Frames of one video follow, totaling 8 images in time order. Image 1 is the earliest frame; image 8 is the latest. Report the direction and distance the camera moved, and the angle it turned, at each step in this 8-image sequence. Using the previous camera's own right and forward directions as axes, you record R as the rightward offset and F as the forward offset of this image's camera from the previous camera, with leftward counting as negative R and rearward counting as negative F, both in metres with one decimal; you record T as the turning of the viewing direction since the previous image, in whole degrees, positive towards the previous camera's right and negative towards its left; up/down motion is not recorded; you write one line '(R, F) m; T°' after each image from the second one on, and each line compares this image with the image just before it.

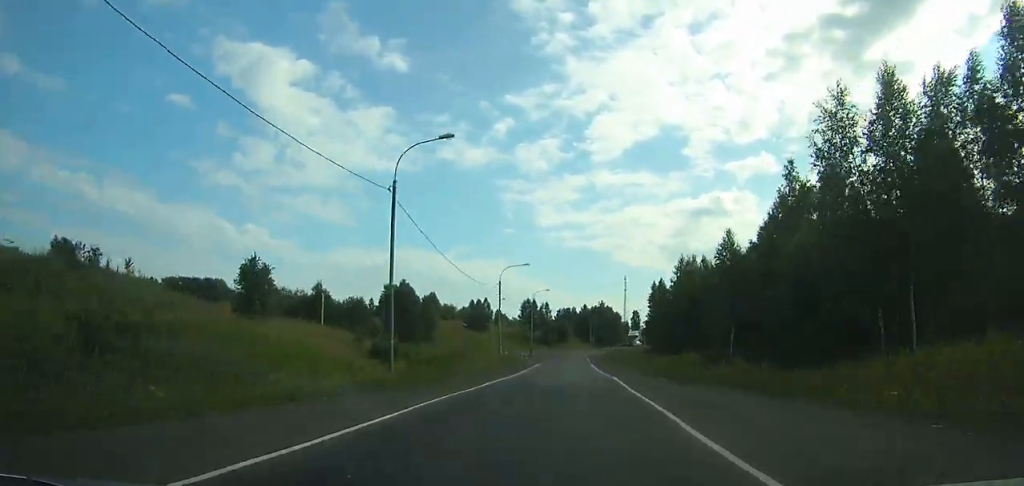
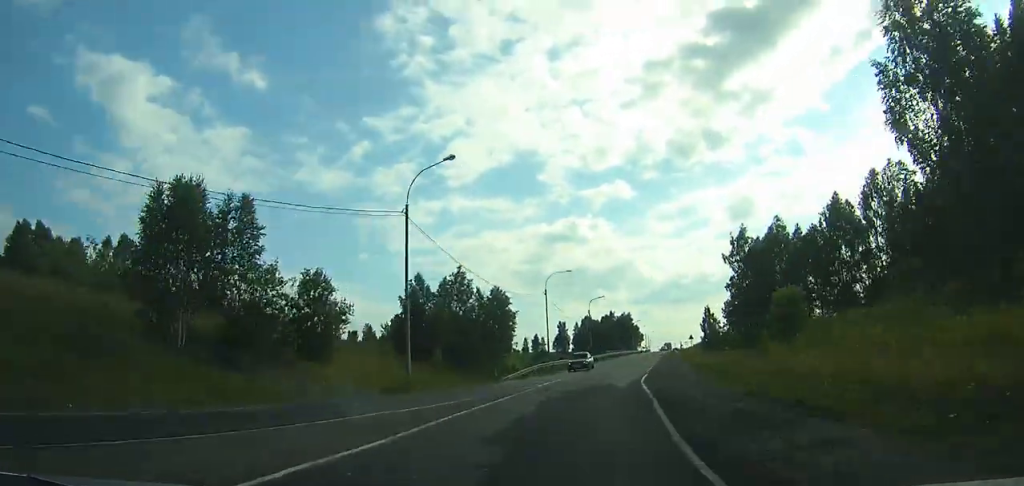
(+11.2, +110.7) m; +17°
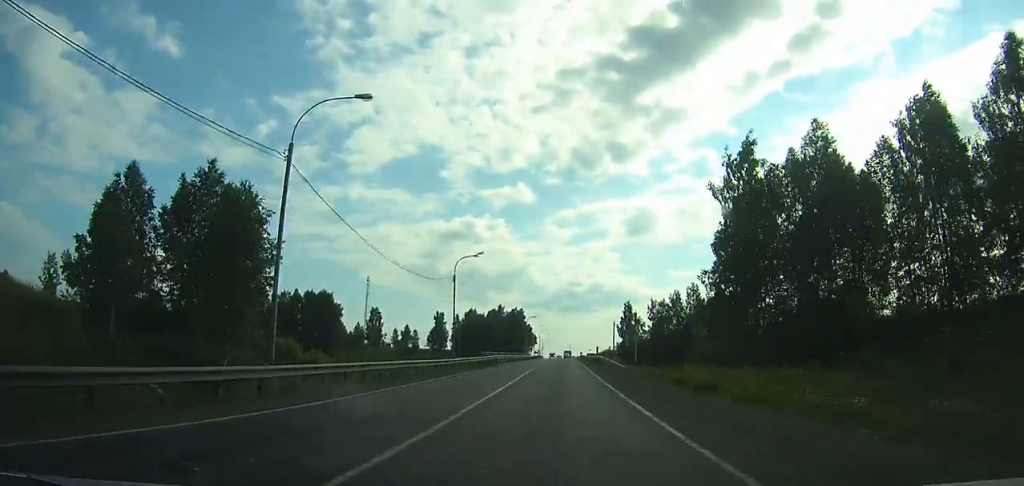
(+5.1, +42.9) m; +8°
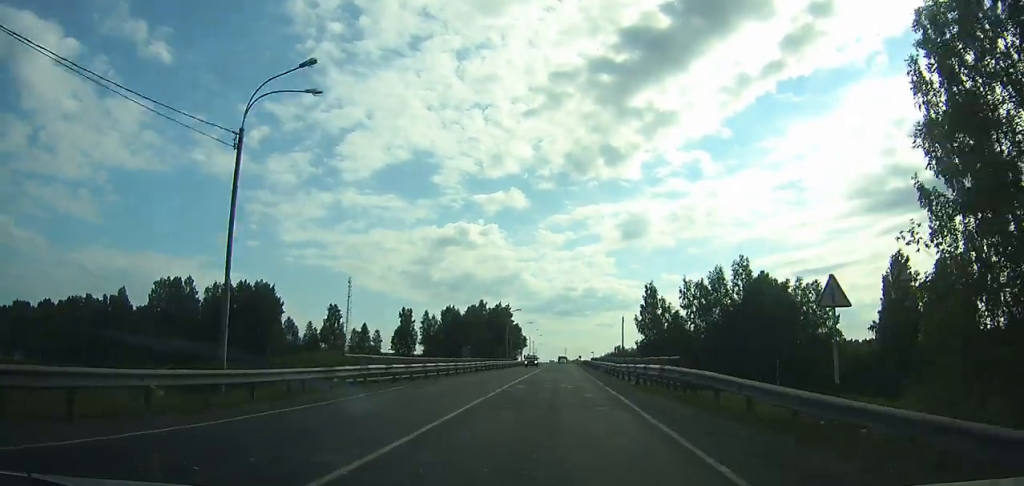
(+1.4, +37.0) m; +2°
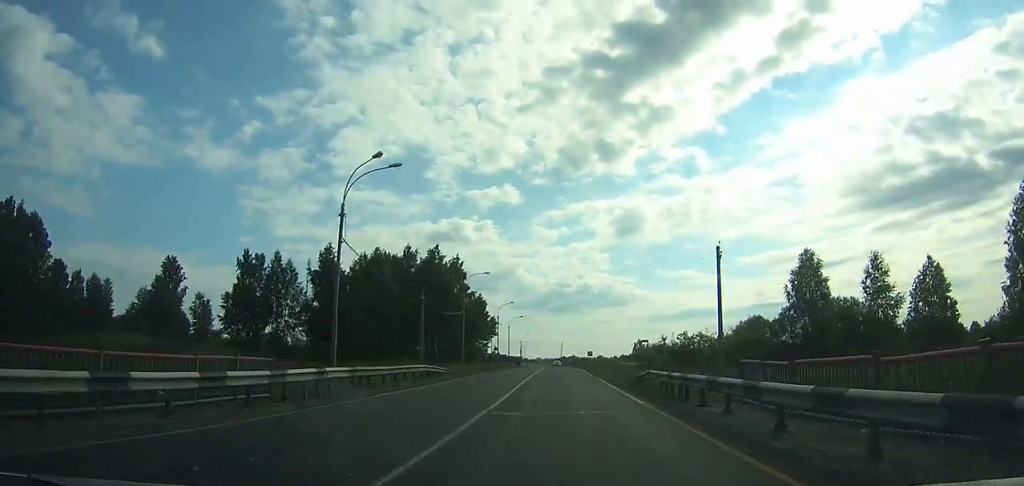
(+0.8, +80.8) m; +1°
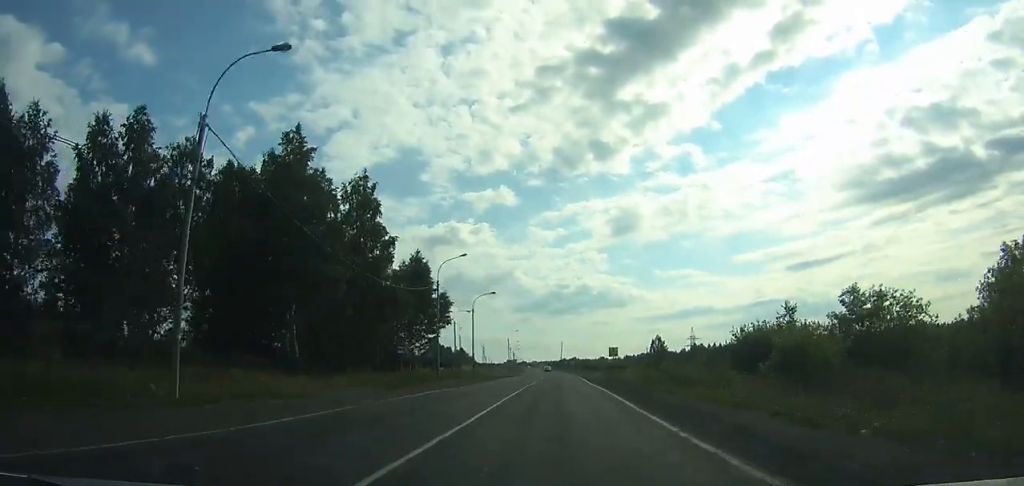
(+0.2, +46.1) m; 0°
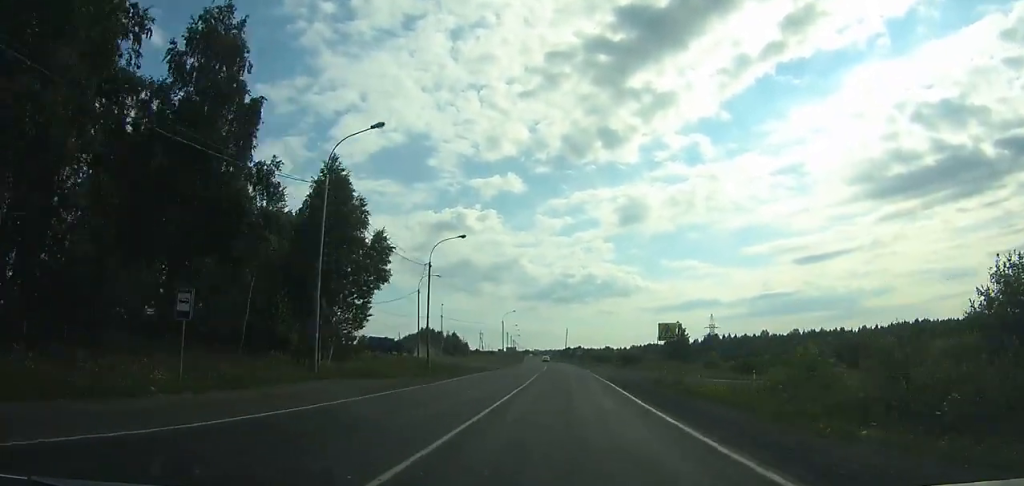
(-0.1, +26.1) m; 0°
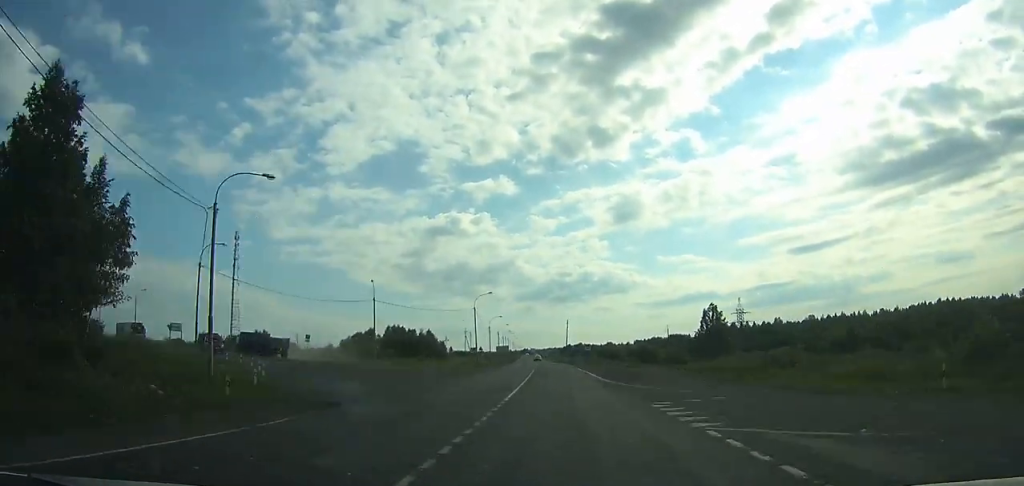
(+0.1, +38.3) m; -1°
